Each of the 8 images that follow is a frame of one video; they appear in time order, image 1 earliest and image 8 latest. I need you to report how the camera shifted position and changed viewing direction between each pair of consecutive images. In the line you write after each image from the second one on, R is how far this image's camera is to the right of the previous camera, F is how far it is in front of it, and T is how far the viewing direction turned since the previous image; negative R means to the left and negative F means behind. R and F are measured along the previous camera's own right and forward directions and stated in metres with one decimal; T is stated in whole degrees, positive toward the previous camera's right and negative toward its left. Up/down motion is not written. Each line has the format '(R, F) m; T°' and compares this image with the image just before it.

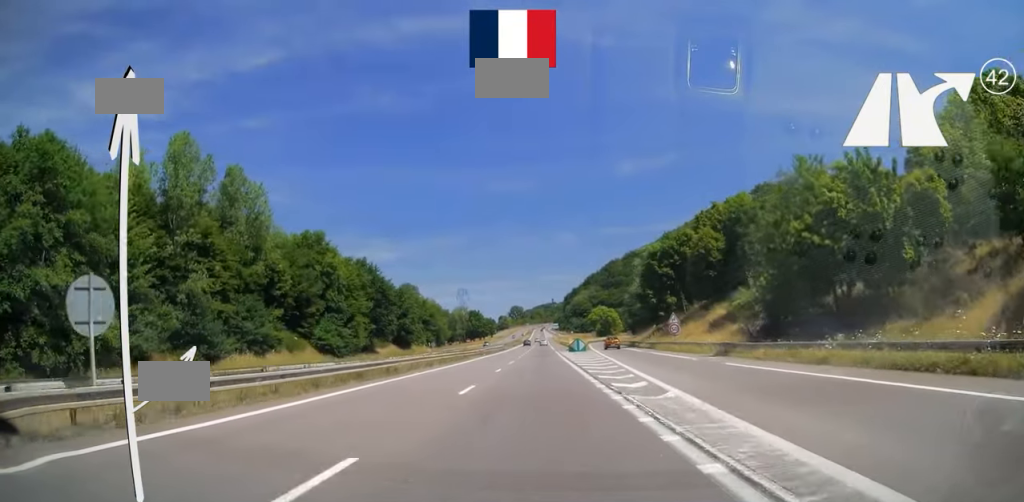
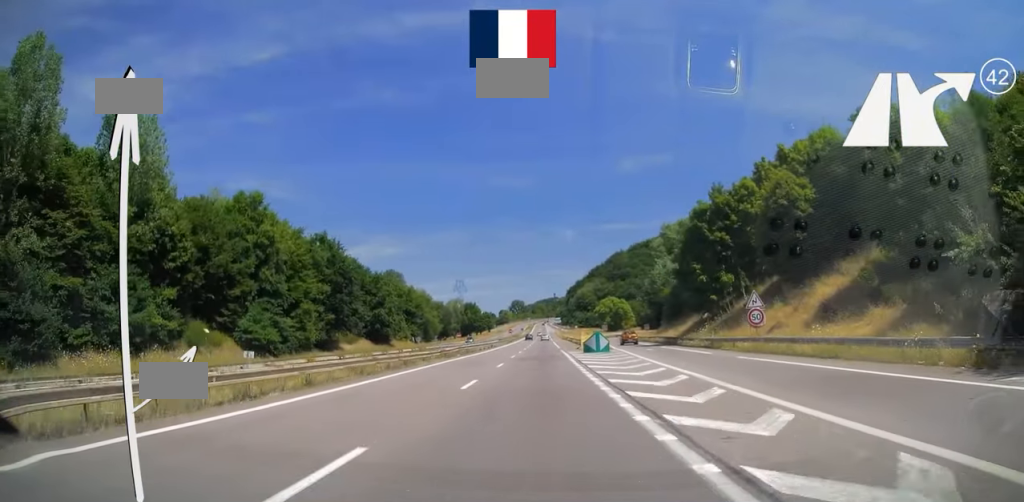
(0.0, +23.6) m; 0°
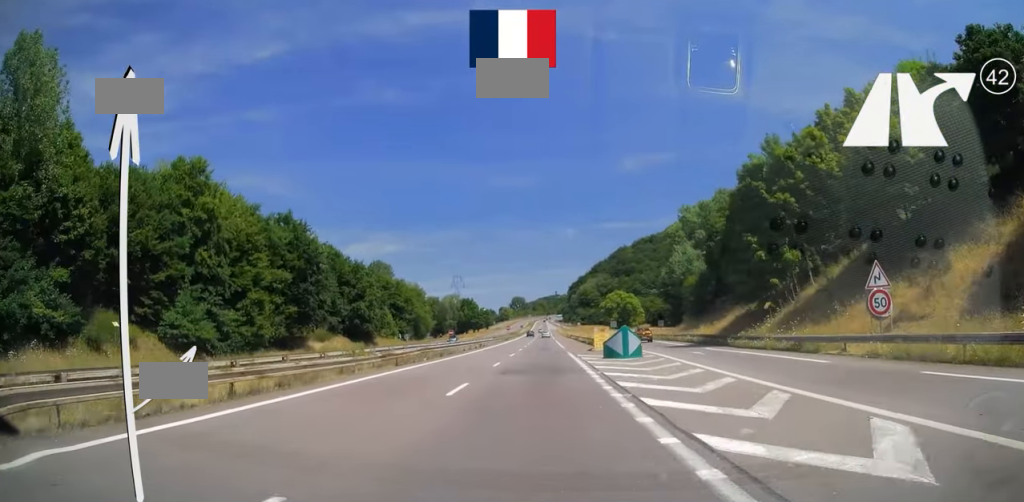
(+0.2, +14.7) m; 0°
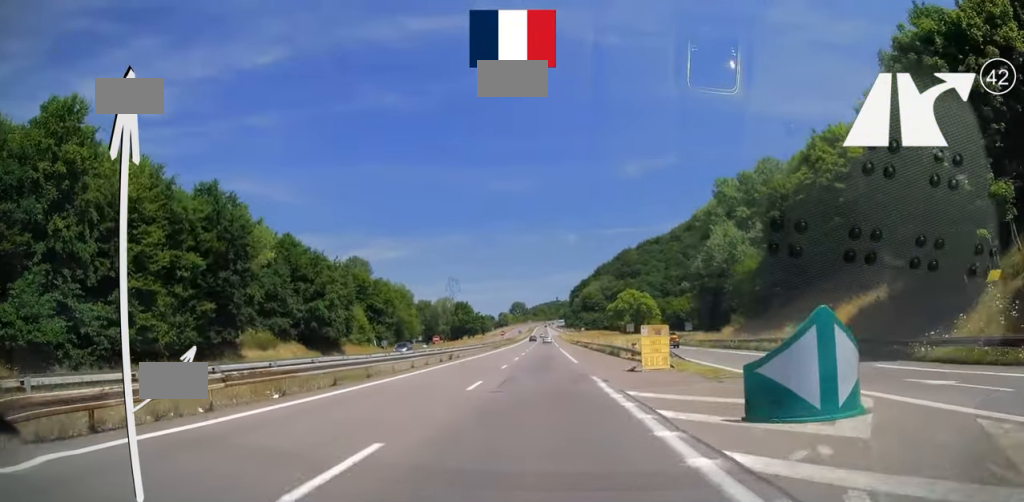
(-0.1, +21.1) m; 0°
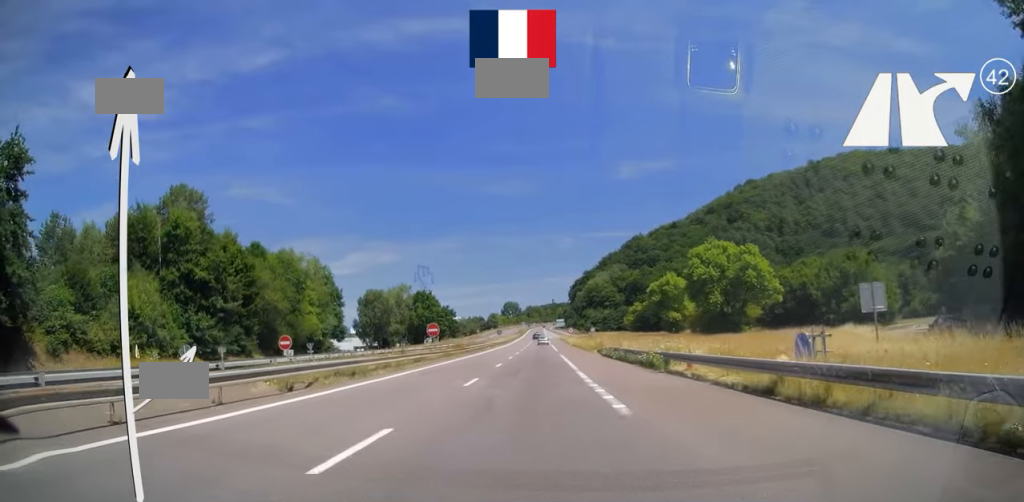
(-0.4, +71.2) m; 0°
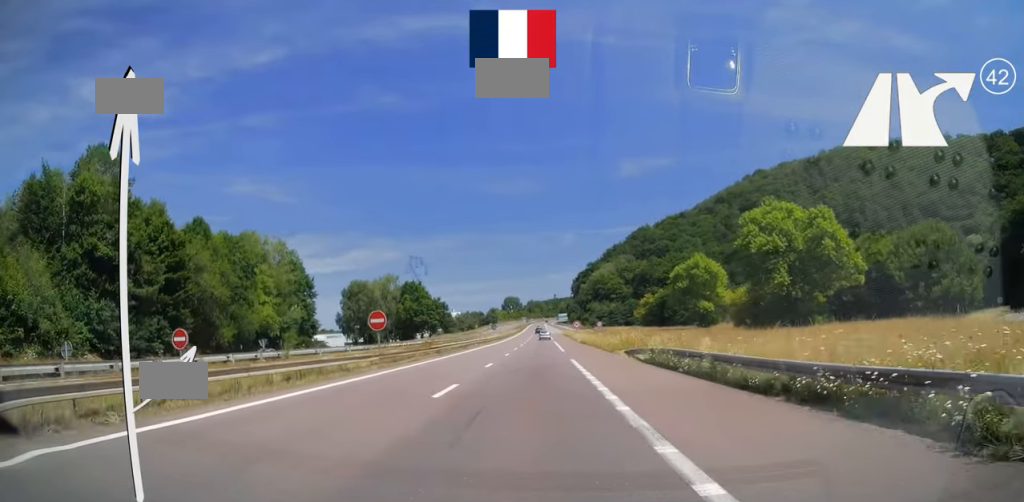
(+0.2, +17.1) m; 0°
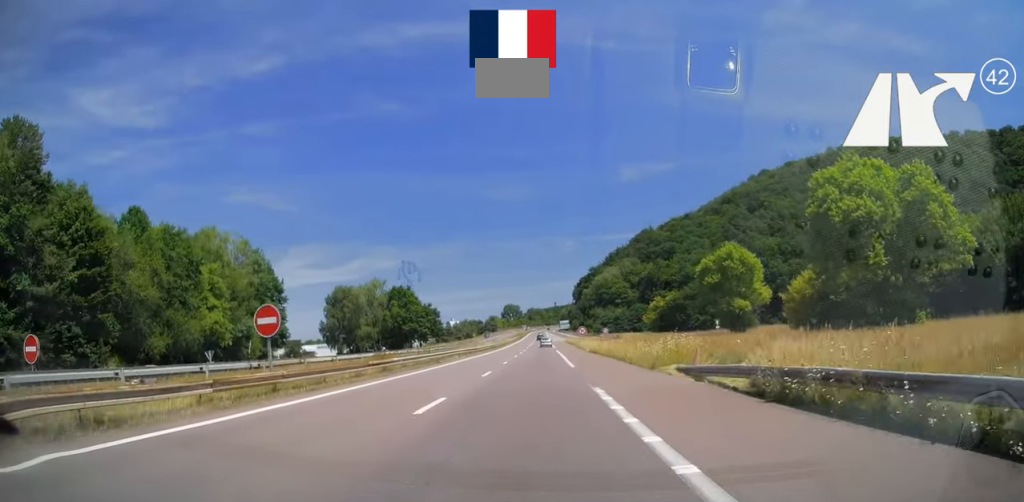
(+0.2, +13.7) m; 0°
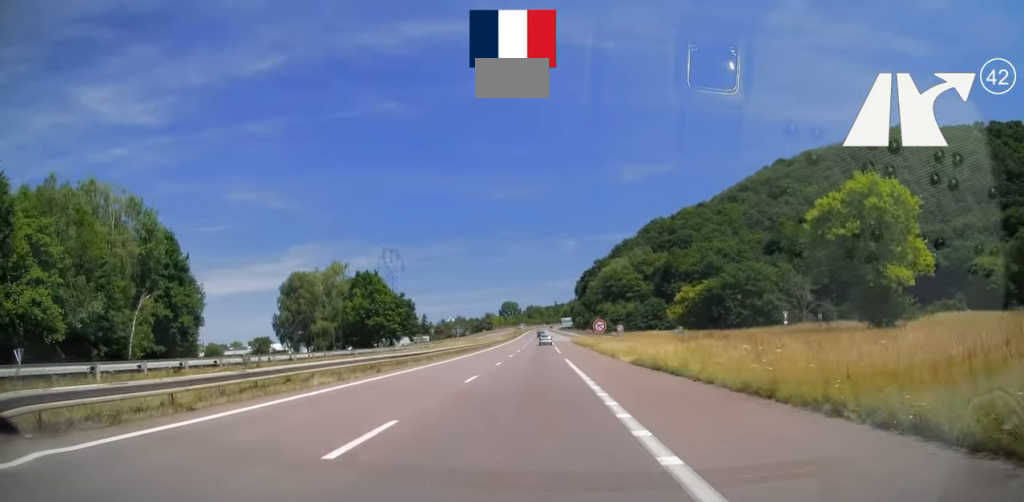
(-0.3, +28.8) m; 0°
